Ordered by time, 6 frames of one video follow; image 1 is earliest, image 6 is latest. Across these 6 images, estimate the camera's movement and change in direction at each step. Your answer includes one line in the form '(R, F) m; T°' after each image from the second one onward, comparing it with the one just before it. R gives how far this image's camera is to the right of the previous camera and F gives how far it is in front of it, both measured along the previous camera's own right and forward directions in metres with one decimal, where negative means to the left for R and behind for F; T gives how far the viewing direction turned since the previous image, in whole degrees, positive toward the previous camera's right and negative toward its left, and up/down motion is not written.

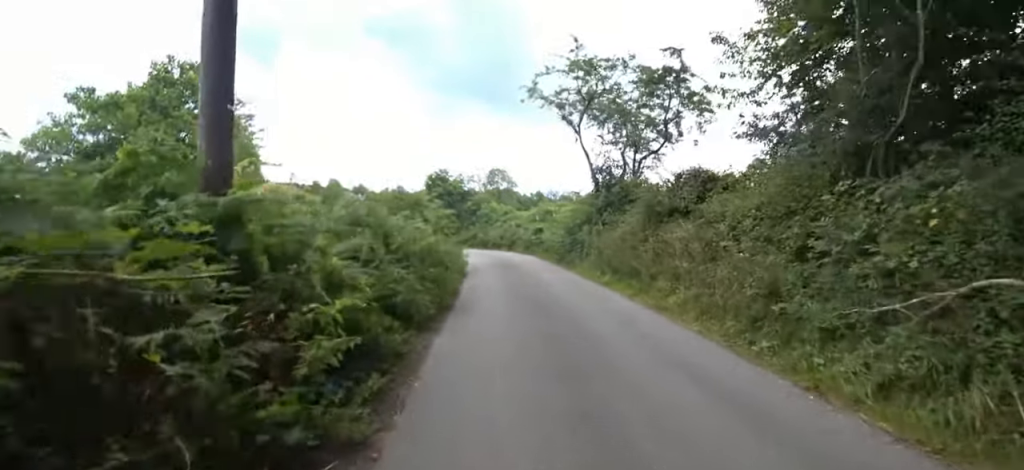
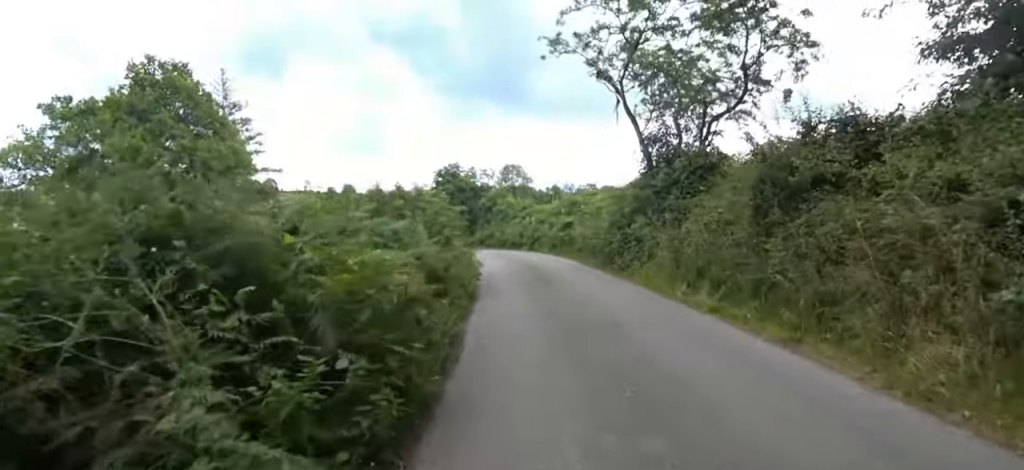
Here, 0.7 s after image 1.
(-0.4, +4.0) m; -5°
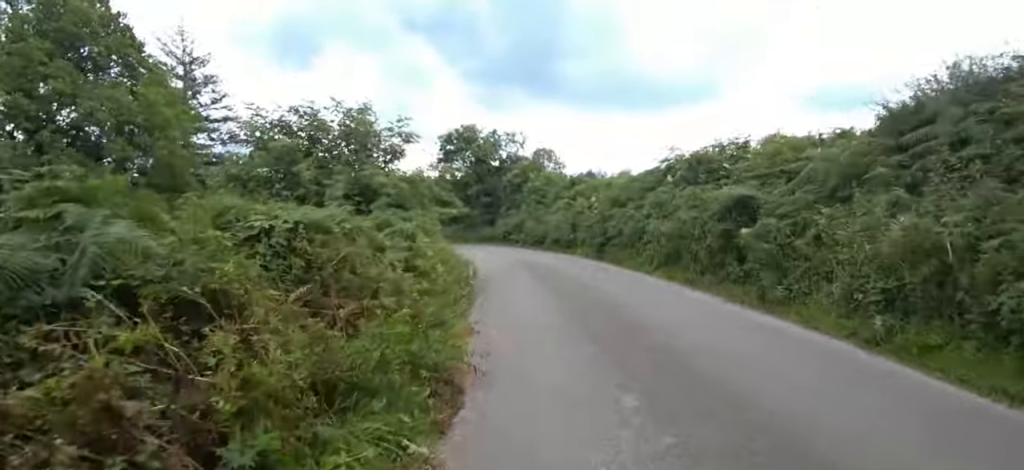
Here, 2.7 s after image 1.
(-0.1, +11.5) m; 0°
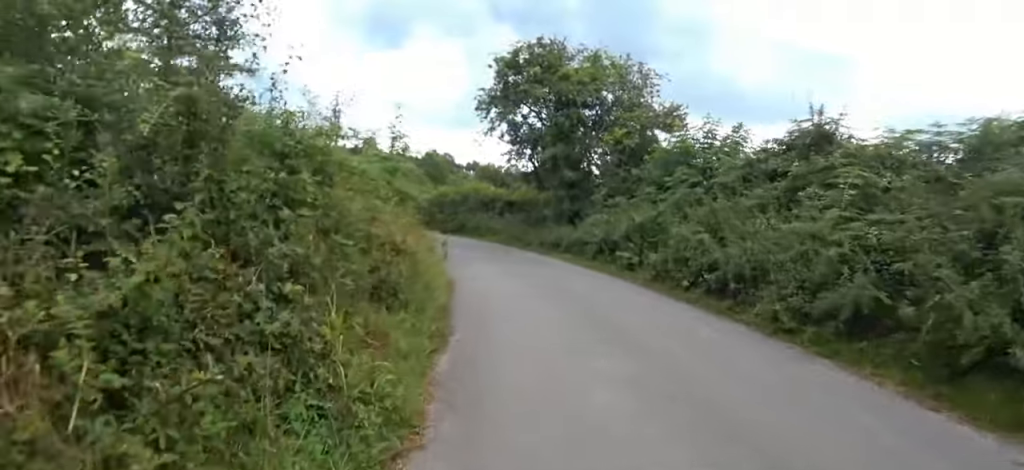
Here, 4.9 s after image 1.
(-0.3, +12.3) m; -12°
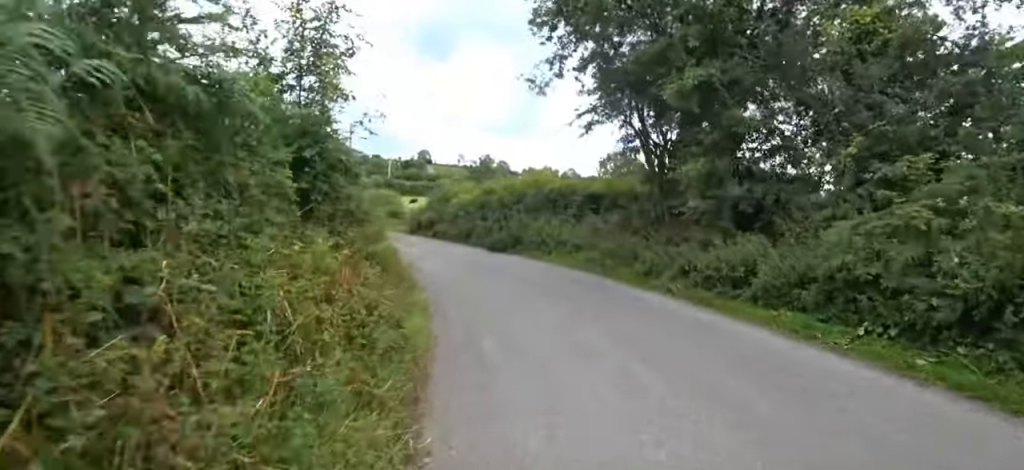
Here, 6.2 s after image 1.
(-1.6, +7.9) m; -16°
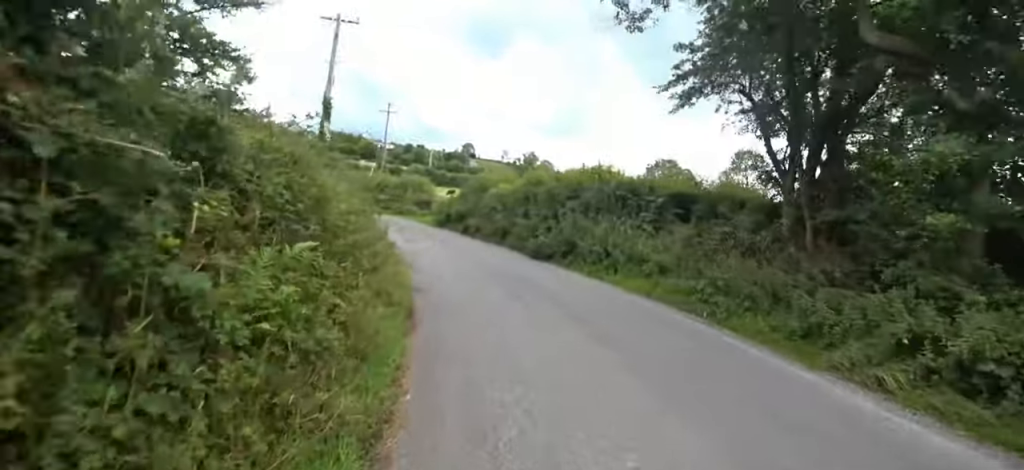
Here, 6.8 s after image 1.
(-0.2, +3.5) m; -3°
